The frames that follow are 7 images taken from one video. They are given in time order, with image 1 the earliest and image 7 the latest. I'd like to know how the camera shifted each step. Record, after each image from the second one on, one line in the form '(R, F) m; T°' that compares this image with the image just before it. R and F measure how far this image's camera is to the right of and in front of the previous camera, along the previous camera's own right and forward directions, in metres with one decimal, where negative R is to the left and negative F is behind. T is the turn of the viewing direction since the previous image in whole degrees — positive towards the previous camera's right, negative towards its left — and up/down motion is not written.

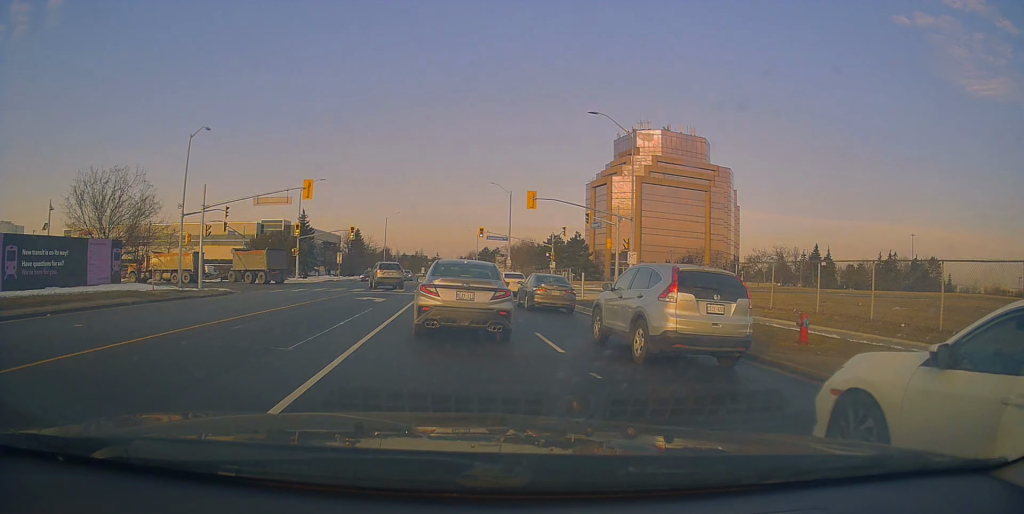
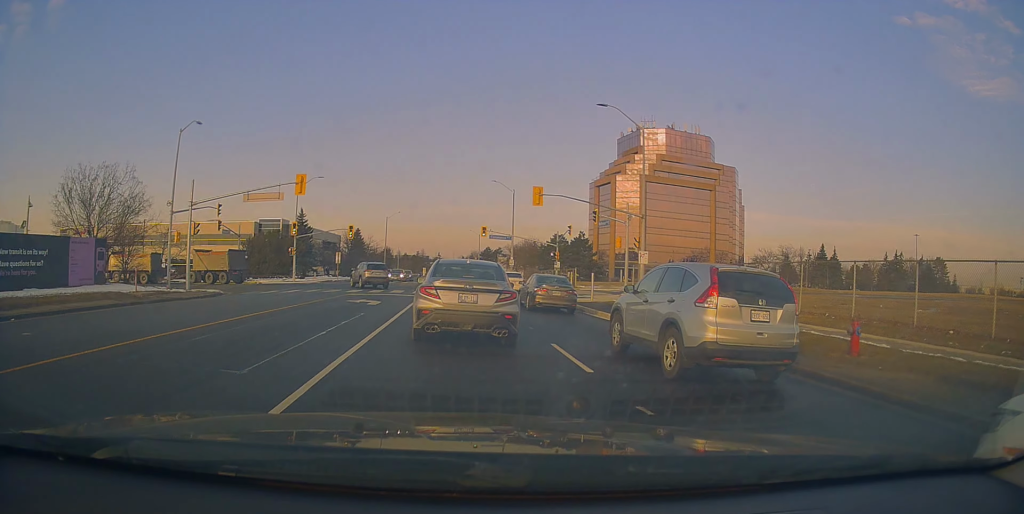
(+0.1, +1.9) m; +2°
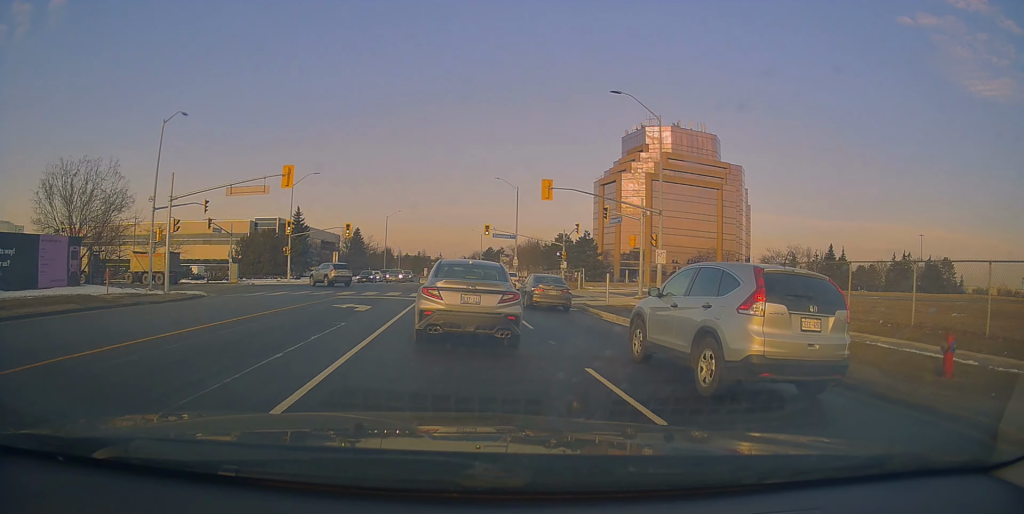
(+0.4, +2.8) m; 0°
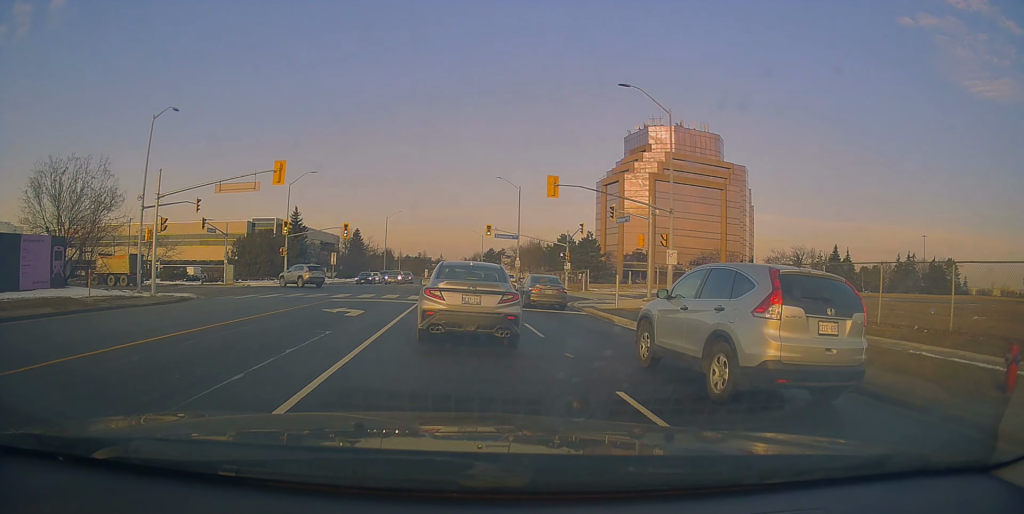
(-0.2, +1.5) m; 0°
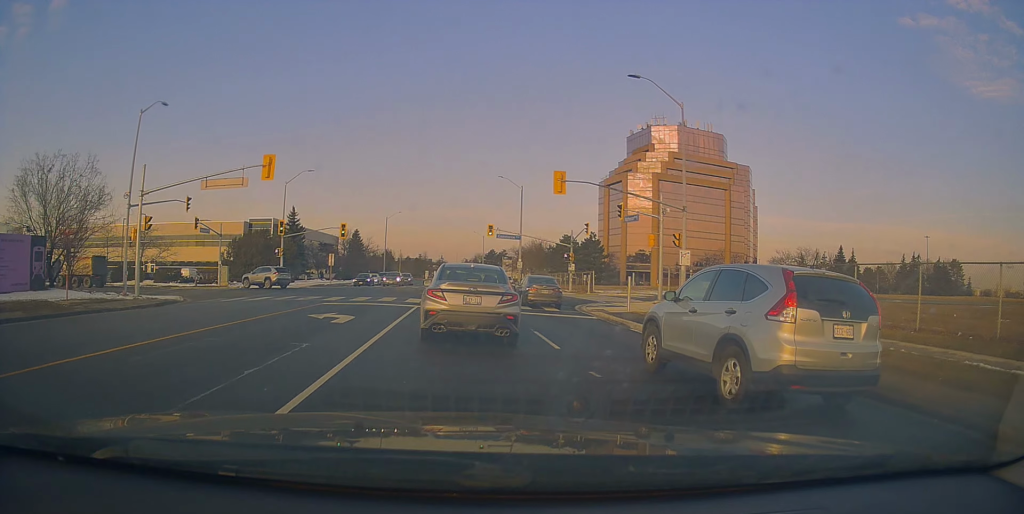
(-0.2, +1.5) m; 0°
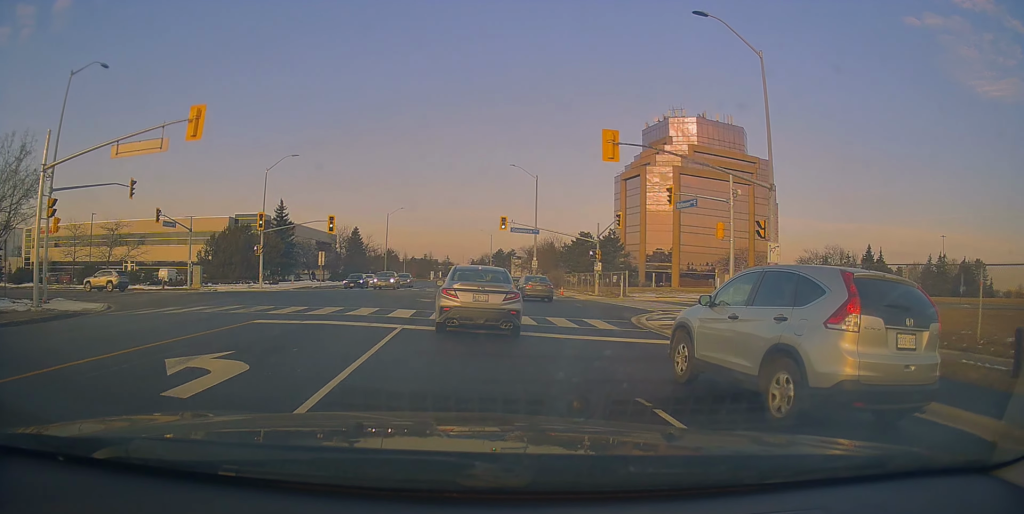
(0.0, +7.5) m; -3°
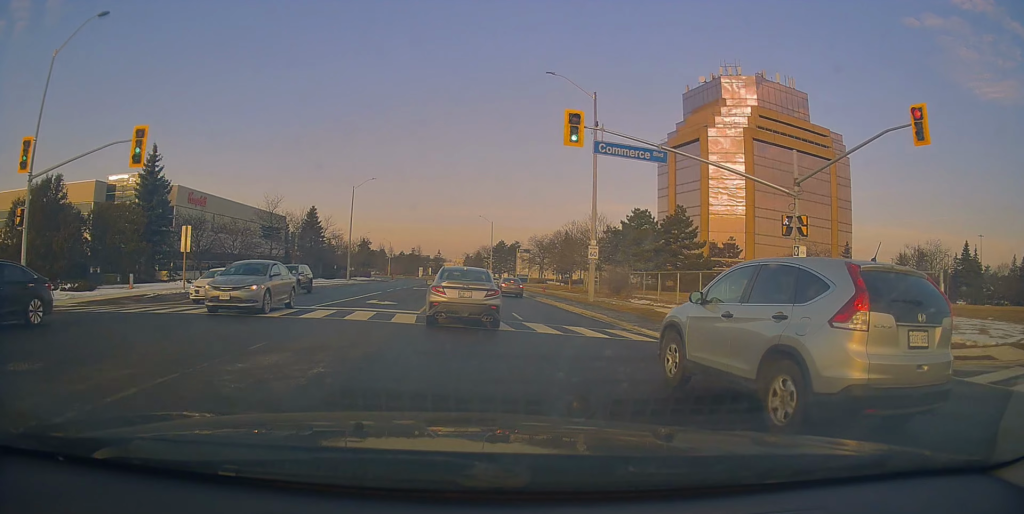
(-0.4, +29.7) m; -3°
